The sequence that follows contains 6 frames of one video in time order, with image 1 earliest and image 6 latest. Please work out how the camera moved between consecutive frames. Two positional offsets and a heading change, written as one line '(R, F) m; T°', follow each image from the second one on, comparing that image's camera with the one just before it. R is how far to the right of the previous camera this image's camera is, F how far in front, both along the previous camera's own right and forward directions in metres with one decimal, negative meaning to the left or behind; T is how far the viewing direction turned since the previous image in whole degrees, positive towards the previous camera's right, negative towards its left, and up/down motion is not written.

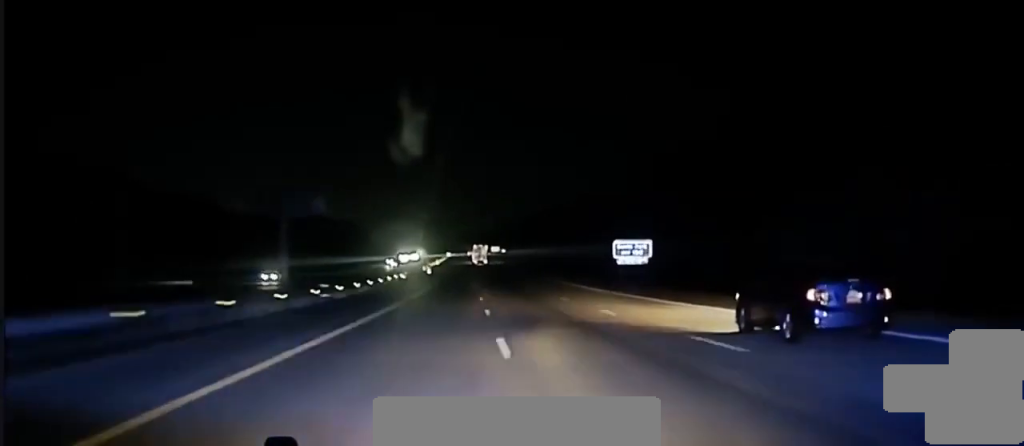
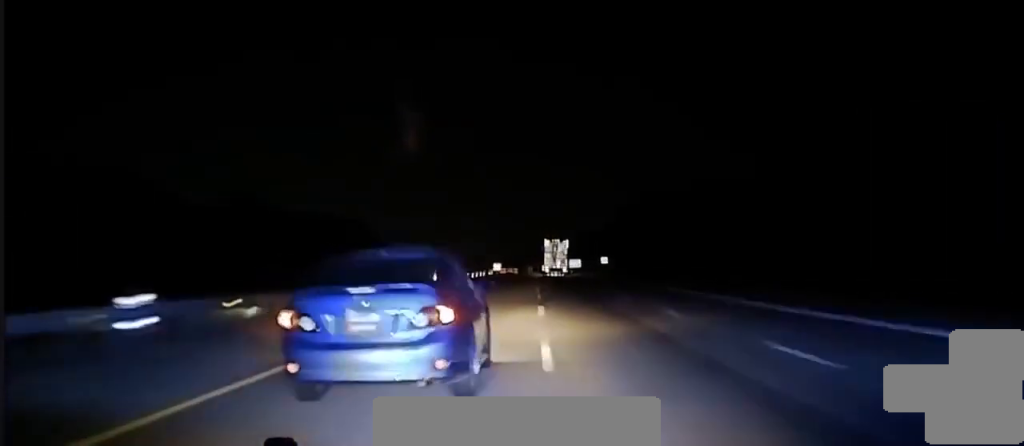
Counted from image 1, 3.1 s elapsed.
(-6.2, +162.3) m; -3°
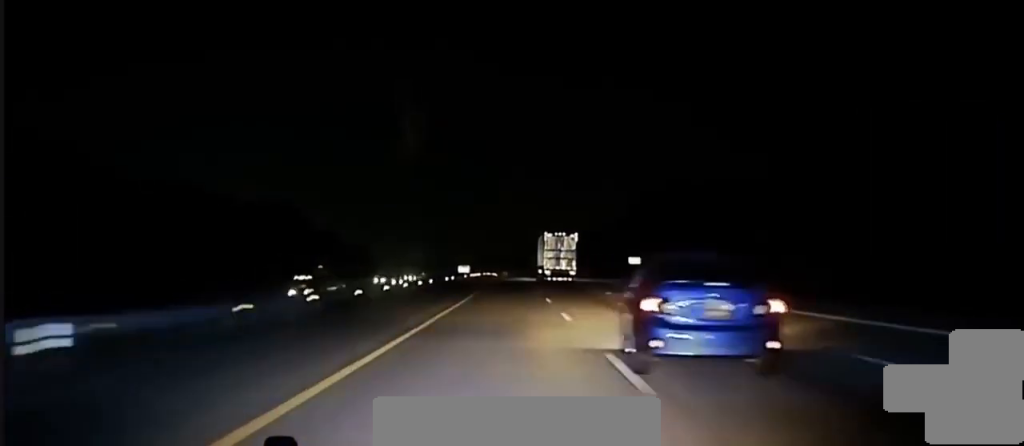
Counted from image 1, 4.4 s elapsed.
(+0.7, +61.7) m; +2°
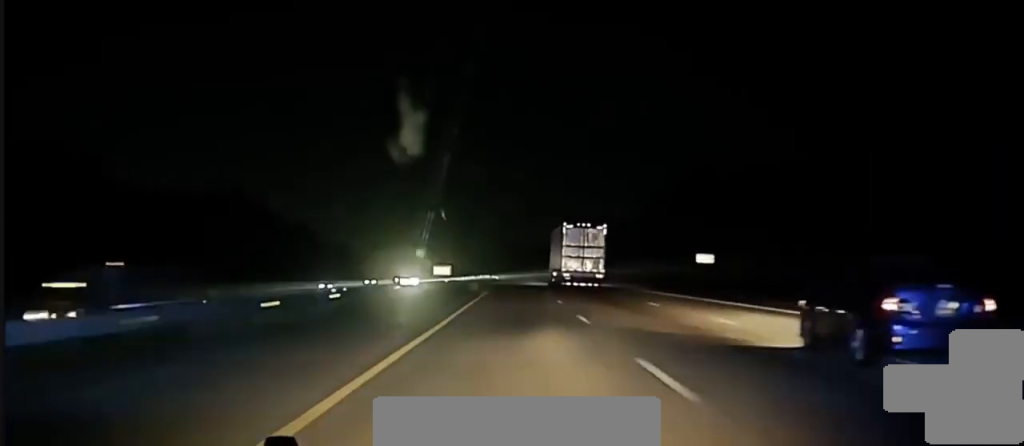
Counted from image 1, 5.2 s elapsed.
(+0.5, +36.2) m; 0°
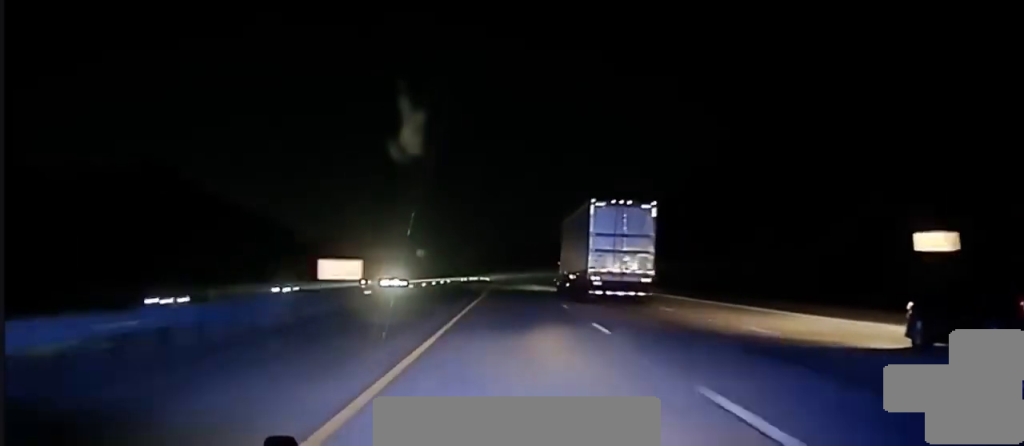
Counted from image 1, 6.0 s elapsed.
(-0.1, +38.8) m; 0°
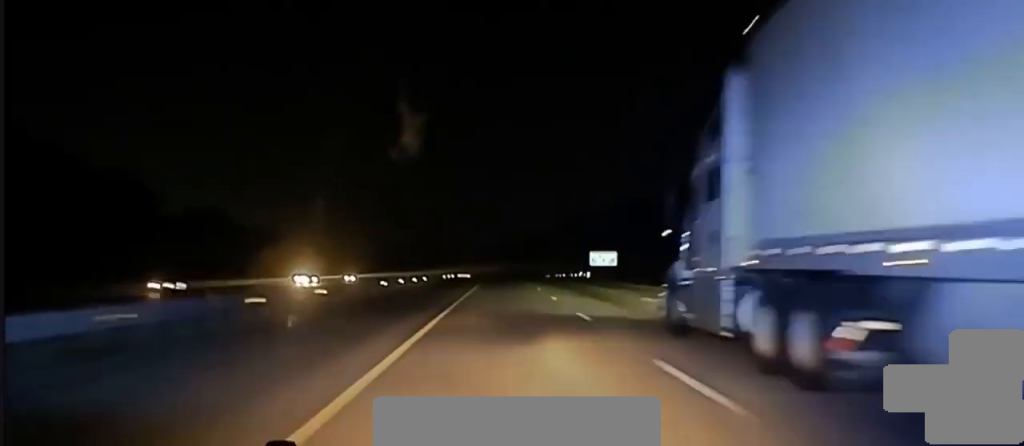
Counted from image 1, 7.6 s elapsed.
(-0.1, +80.5) m; 0°
